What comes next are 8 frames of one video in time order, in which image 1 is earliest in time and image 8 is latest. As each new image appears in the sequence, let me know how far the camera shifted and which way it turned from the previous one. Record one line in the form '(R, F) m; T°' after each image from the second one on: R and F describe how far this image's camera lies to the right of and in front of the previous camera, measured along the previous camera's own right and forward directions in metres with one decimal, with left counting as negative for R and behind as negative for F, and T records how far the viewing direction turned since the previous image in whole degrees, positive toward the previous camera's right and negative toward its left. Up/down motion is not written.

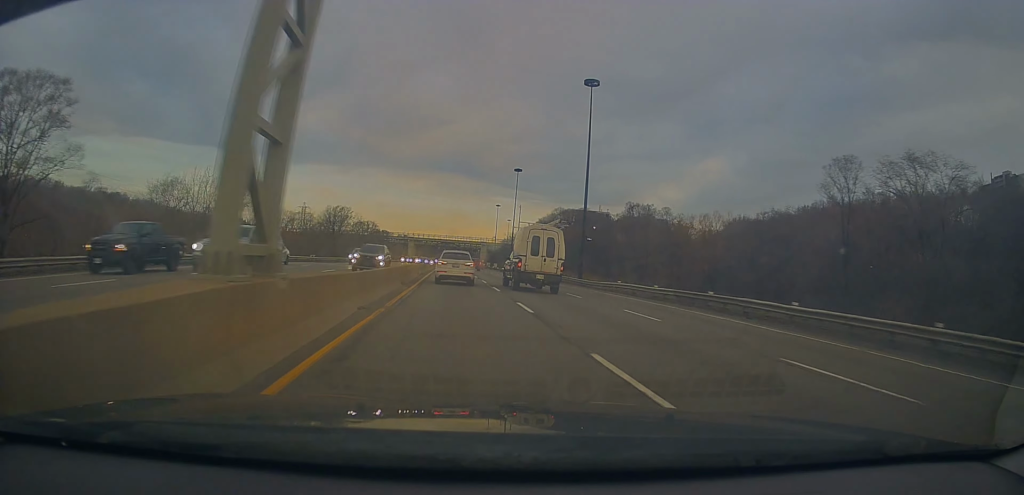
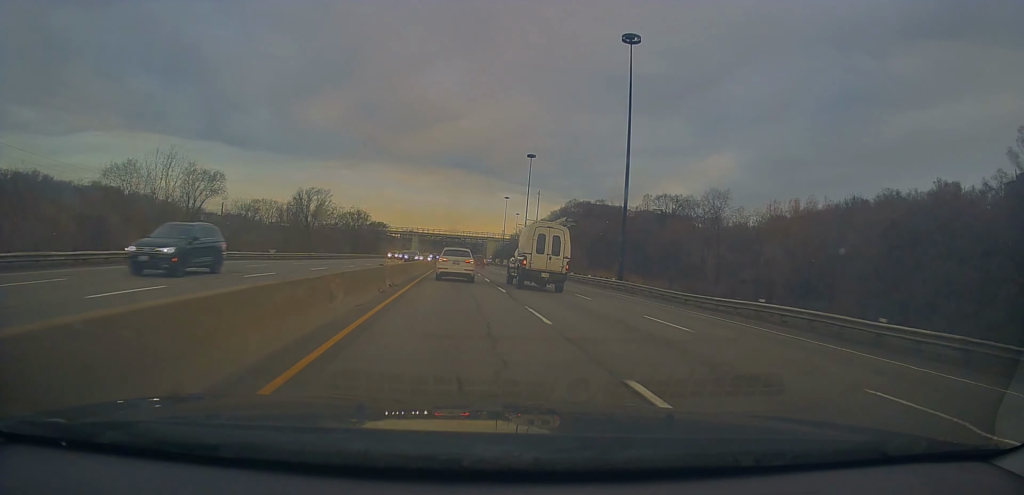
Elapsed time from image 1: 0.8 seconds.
(+0.4, +20.1) m; 0°
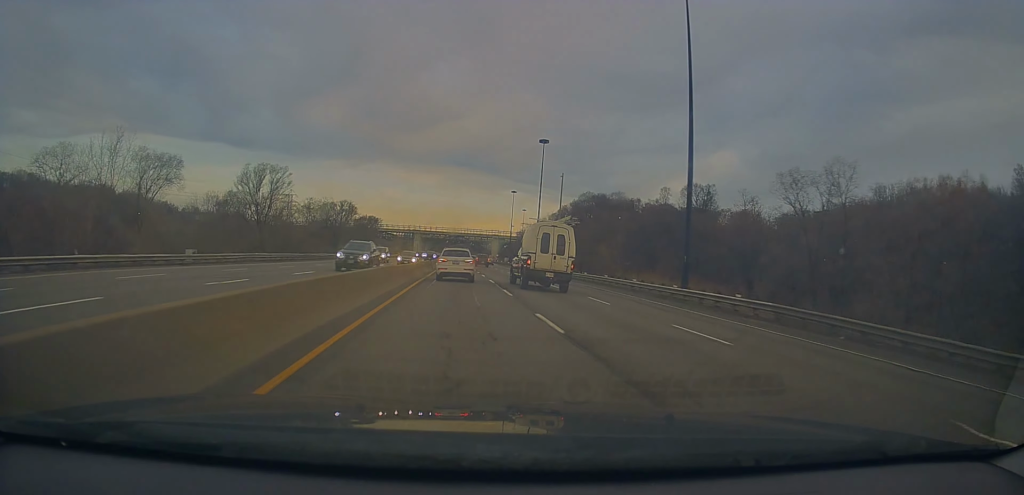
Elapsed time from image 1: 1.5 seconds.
(-0.5, +20.2) m; -2°
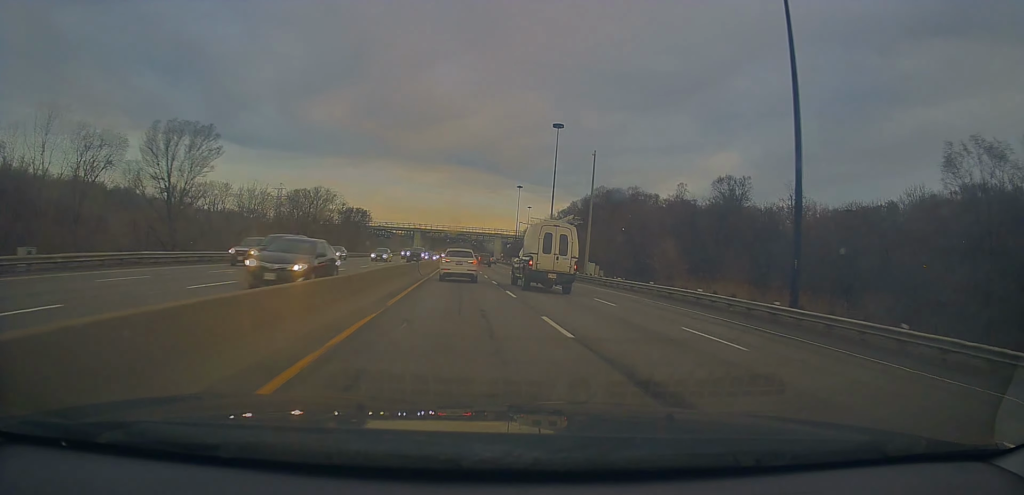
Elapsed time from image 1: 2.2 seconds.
(-0.2, +18.4) m; 0°
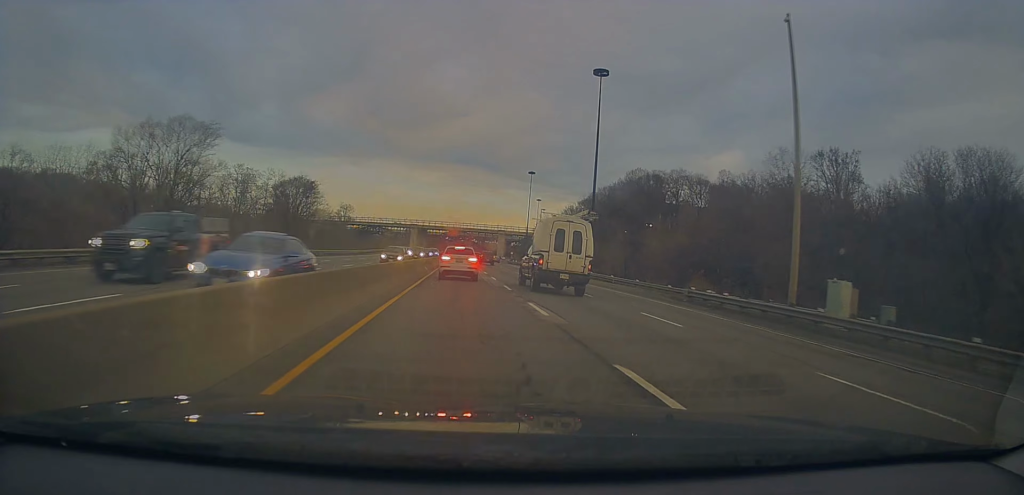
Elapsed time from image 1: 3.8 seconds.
(+0.5, +40.6) m; +1°
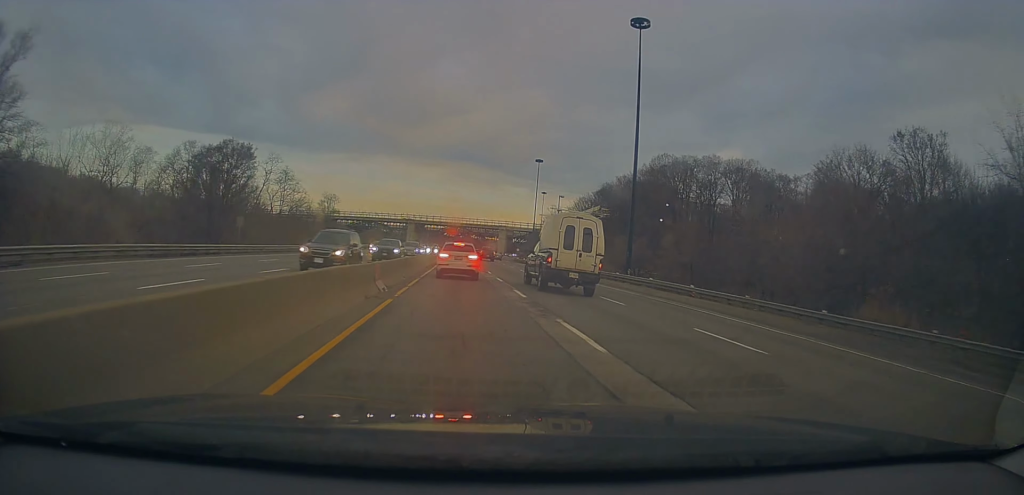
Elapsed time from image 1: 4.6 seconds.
(-0.2, +22.1) m; 0°
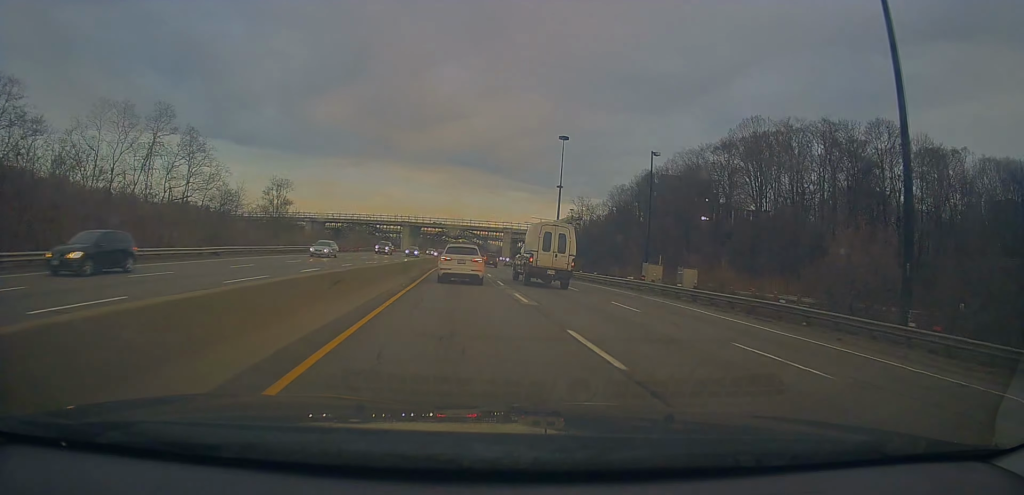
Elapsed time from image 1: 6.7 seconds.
(-0.5, +48.3) m; -1°
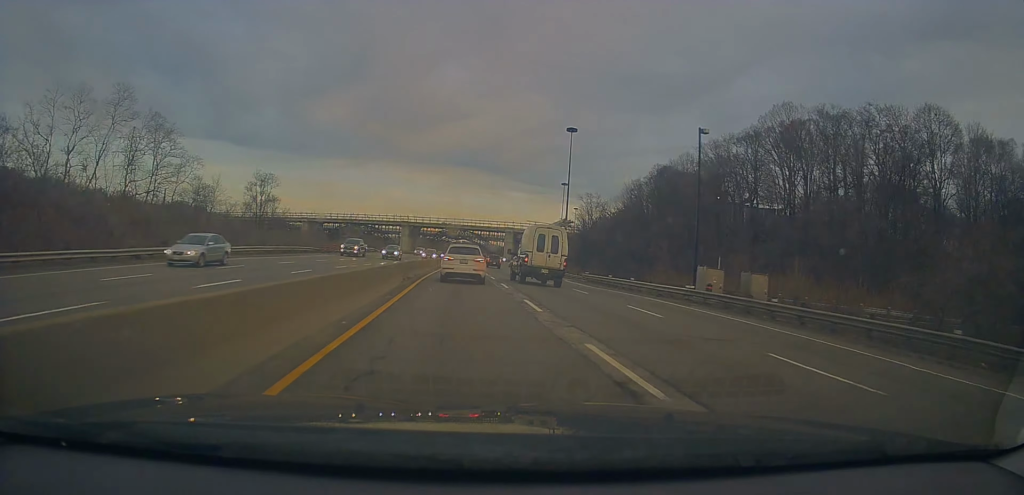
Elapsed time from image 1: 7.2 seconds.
(+0.1, +10.7) m; +1°
